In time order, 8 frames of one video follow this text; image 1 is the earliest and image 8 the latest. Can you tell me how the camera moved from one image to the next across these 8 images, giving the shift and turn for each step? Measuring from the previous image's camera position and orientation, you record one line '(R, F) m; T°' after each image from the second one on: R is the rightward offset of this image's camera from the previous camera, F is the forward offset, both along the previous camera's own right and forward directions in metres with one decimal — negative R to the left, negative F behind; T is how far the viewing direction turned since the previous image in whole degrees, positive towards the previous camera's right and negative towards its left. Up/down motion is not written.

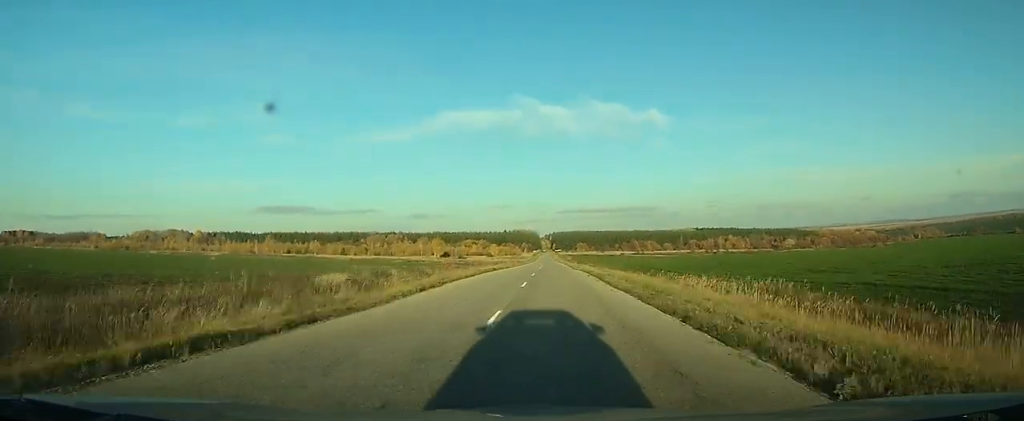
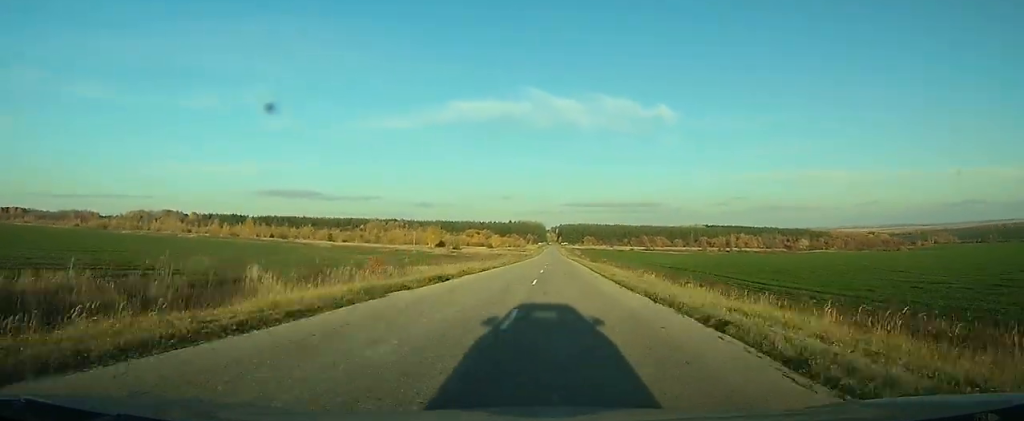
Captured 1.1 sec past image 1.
(-0.2, +24.5) m; 0°
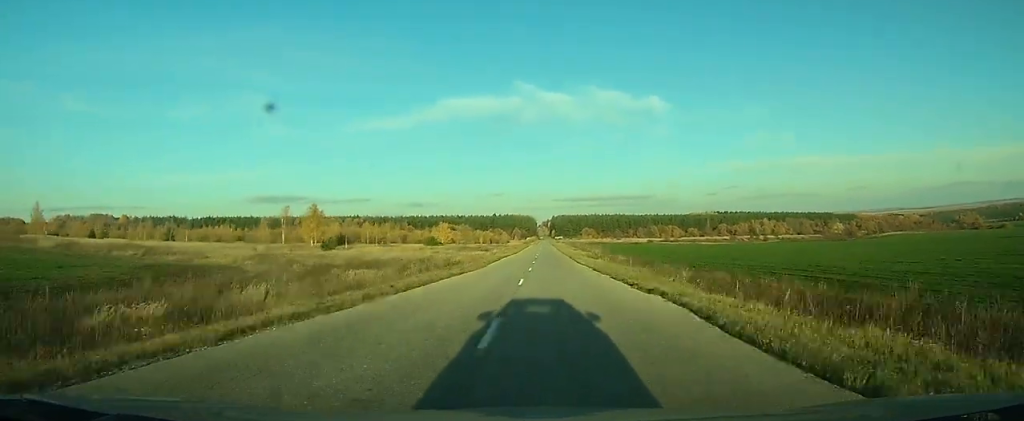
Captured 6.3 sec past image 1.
(+0.3, +107.4) m; 0°
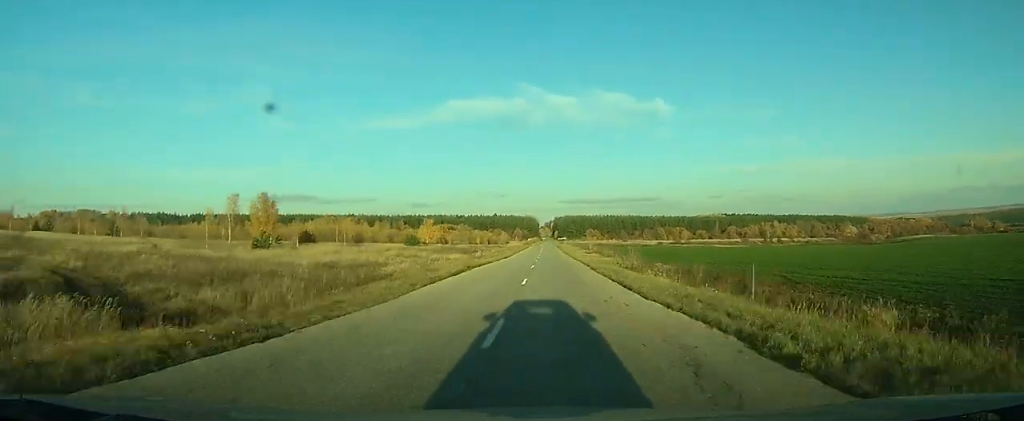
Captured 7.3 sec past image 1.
(0.0, +24.0) m; 0°
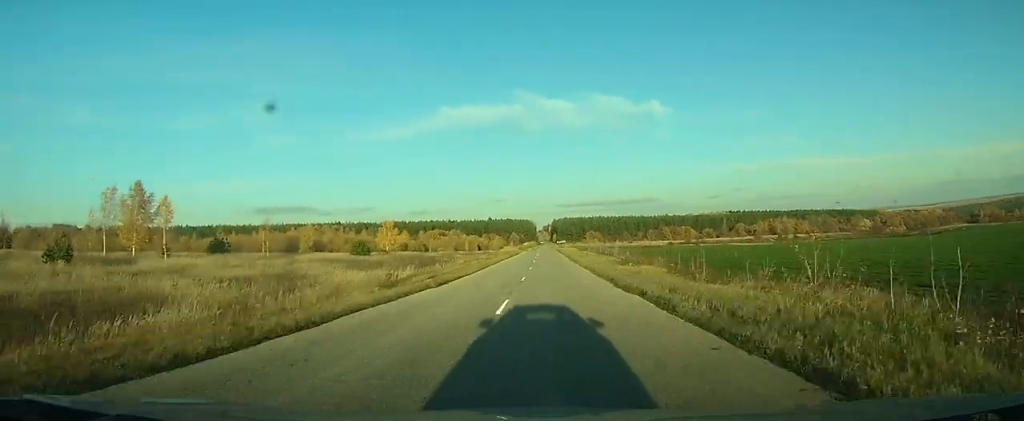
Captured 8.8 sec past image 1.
(-0.1, +32.9) m; 0°
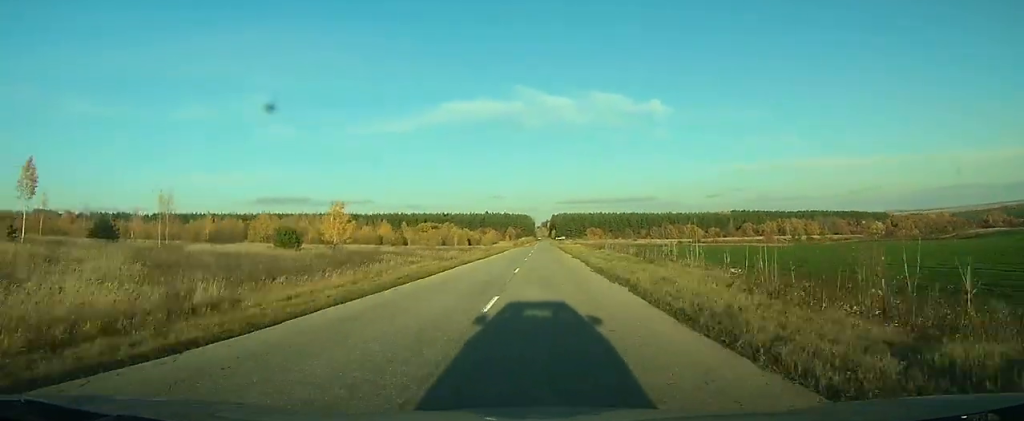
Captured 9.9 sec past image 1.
(-0.1, +25.3) m; 0°
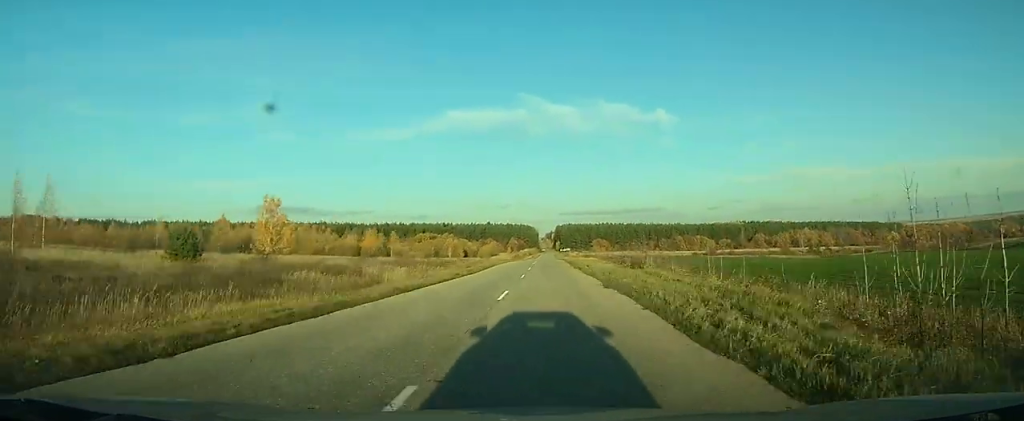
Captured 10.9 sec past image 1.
(0.0, +20.0) m; 0°
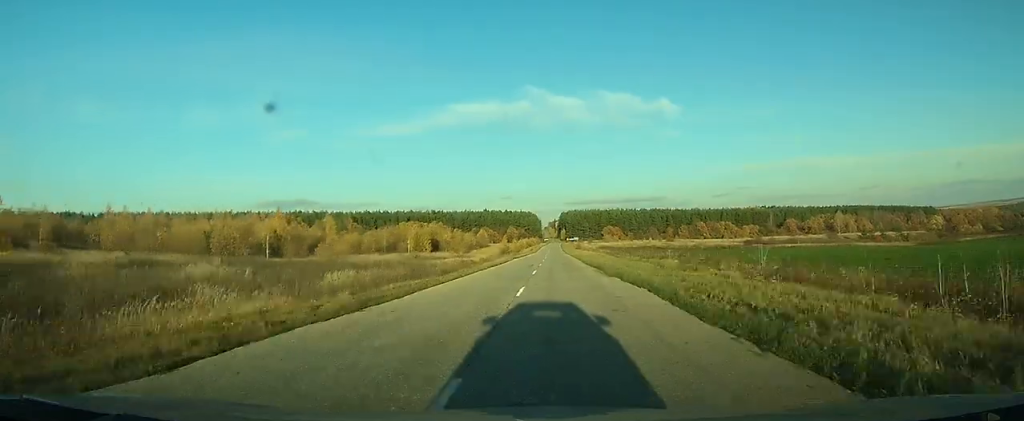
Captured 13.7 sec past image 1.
(-0.1, +57.9) m; 0°
